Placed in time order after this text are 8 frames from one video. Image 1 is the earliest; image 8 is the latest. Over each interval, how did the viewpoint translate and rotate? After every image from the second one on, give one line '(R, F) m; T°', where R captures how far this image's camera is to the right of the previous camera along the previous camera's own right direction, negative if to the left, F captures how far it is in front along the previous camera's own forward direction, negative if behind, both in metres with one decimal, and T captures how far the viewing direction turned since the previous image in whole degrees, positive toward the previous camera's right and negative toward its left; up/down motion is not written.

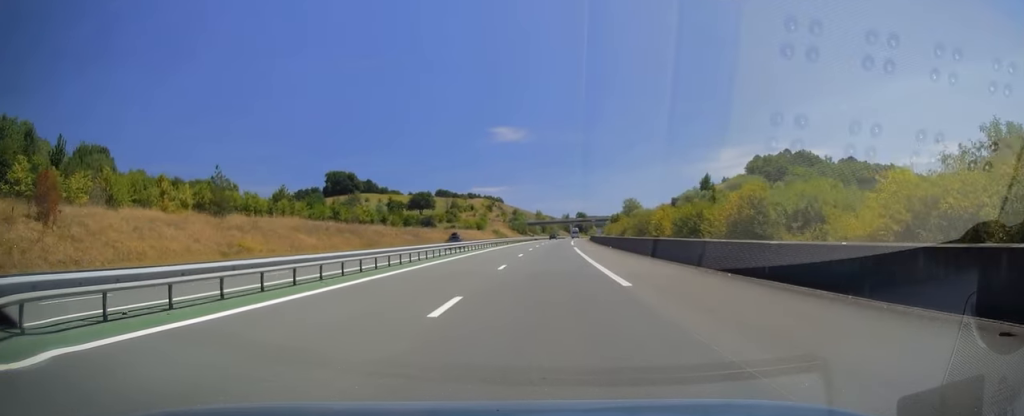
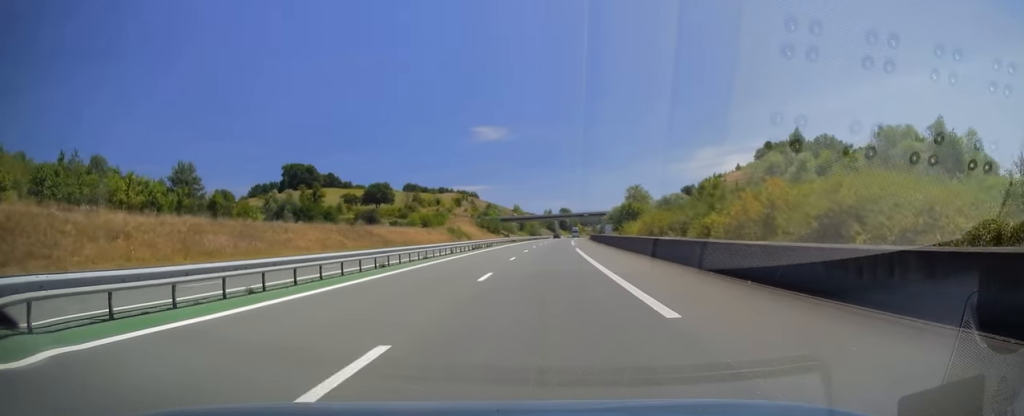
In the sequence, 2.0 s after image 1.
(+1.7, +57.5) m; +3°
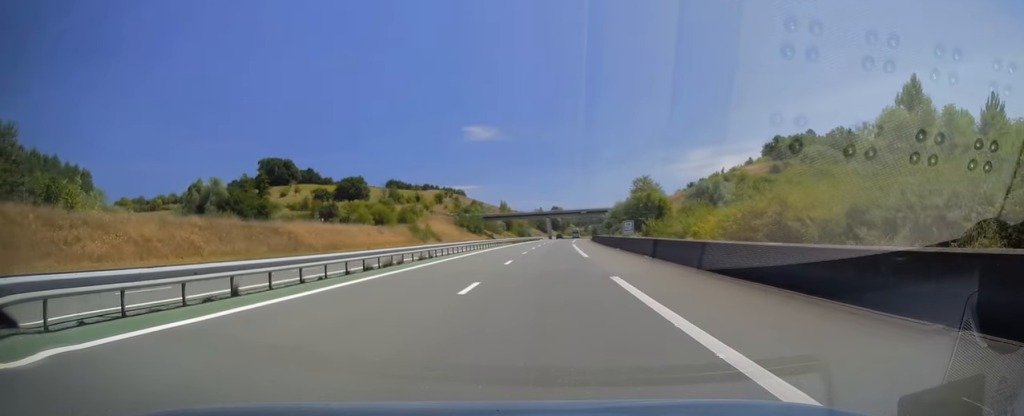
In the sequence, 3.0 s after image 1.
(+0.2, +29.5) m; 0°
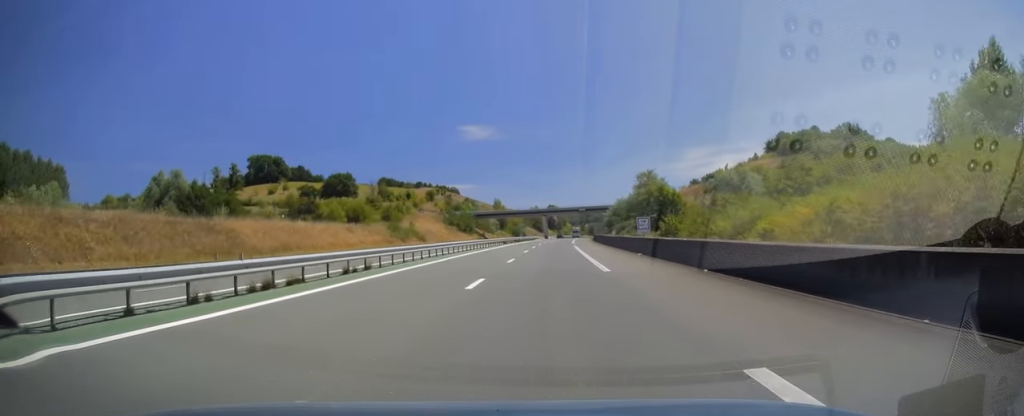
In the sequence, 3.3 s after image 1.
(0.0, +11.8) m; 0°
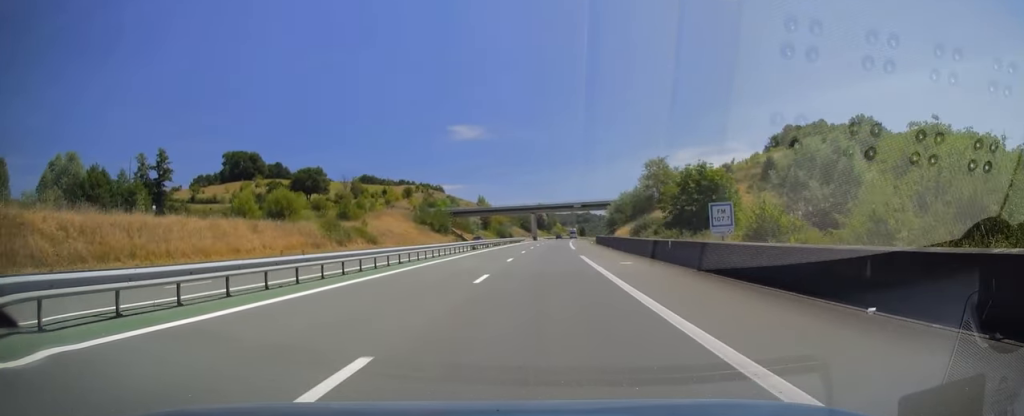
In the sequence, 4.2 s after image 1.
(0.0, +24.1) m; +1°
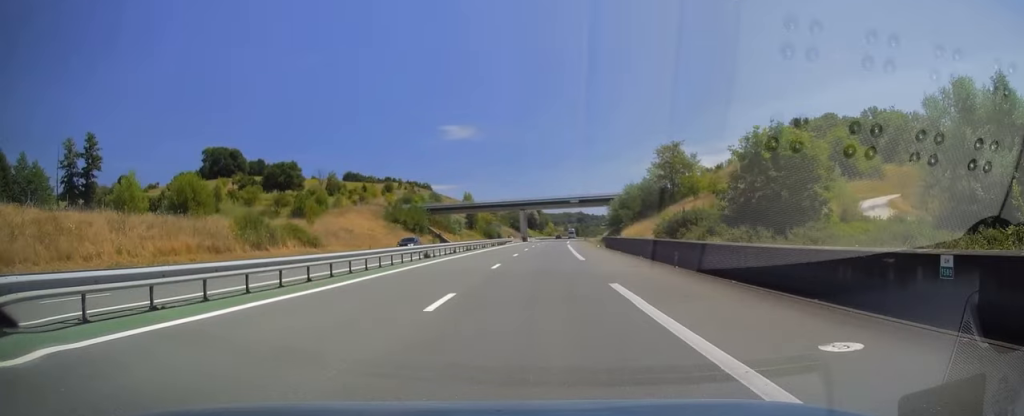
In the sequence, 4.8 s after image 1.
(+0.3, +18.7) m; +1°
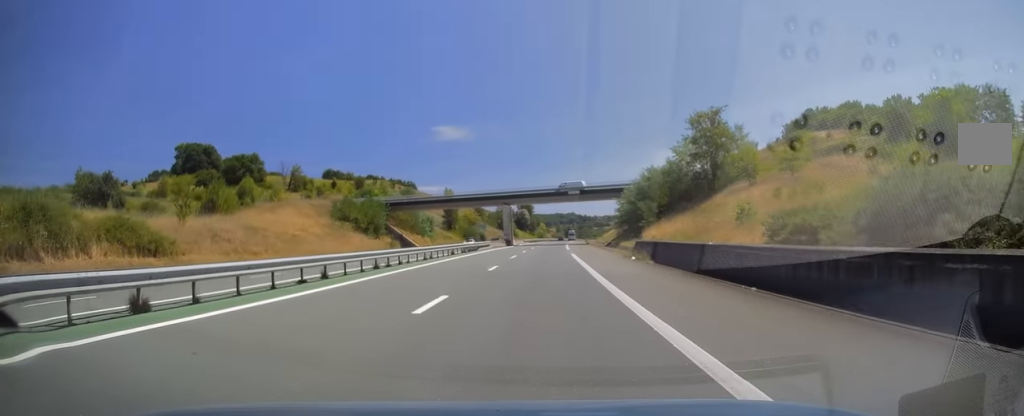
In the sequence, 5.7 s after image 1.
(+0.4, +26.1) m; 0°
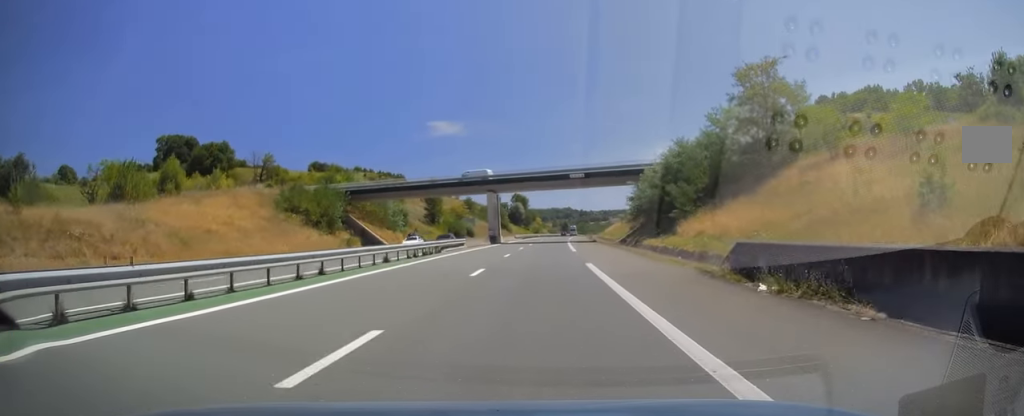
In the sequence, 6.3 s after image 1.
(-0.3, +18.2) m; 0°
